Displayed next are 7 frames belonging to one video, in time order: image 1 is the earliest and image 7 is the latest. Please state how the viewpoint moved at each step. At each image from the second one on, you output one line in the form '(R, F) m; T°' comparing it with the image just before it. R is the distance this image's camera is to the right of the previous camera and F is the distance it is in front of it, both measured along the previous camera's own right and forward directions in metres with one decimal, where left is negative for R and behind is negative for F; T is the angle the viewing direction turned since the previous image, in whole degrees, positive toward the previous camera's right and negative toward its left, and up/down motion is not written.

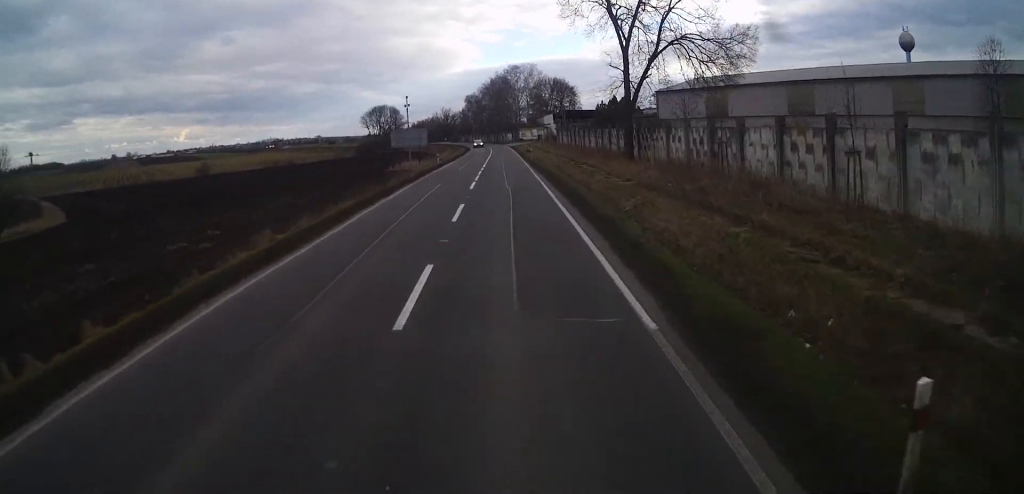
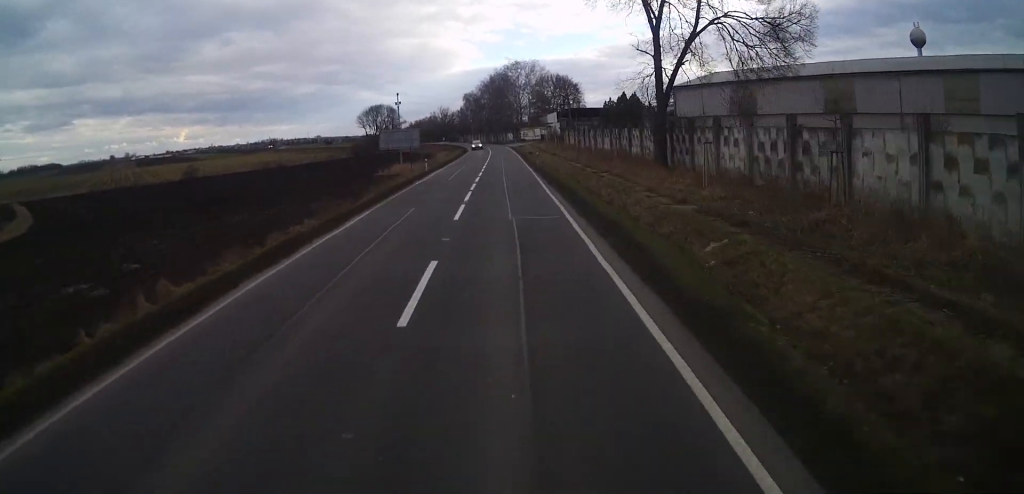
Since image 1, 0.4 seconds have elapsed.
(0.0, +8.8) m; 0°
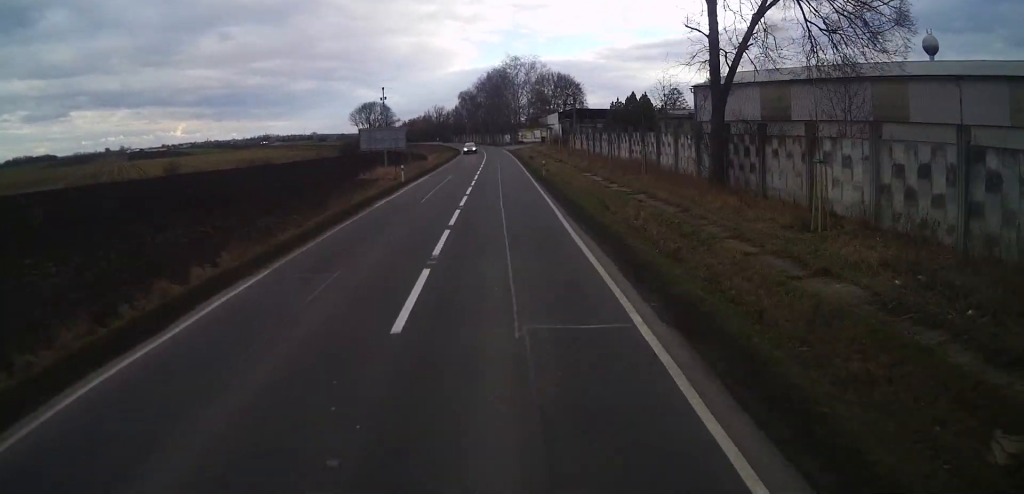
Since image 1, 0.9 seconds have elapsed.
(0.0, +9.4) m; 0°
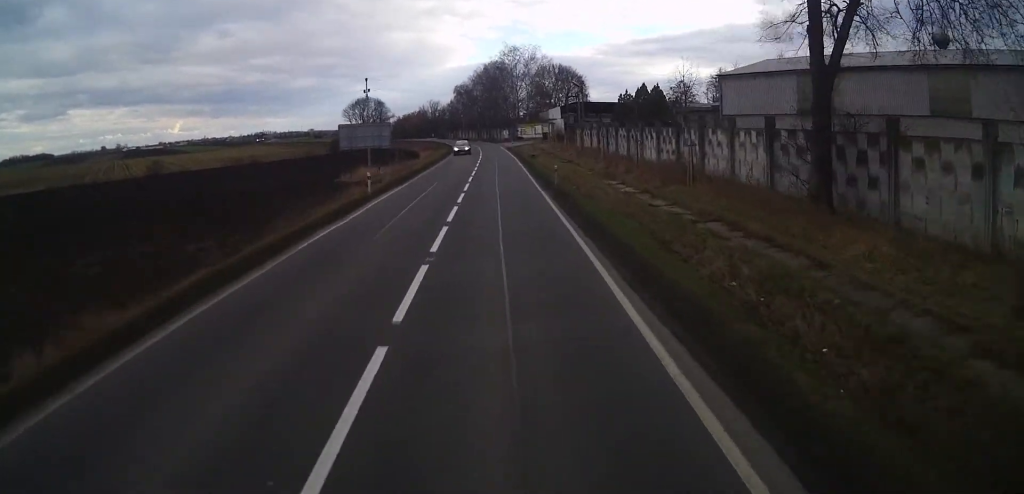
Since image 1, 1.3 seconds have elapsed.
(0.0, +8.8) m; 0°
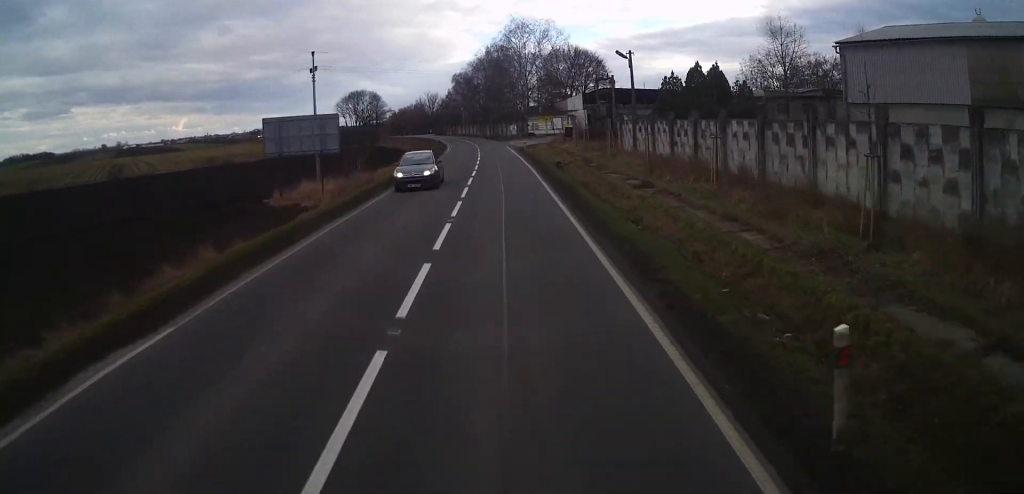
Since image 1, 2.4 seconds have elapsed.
(-0.1, +22.0) m; 0°
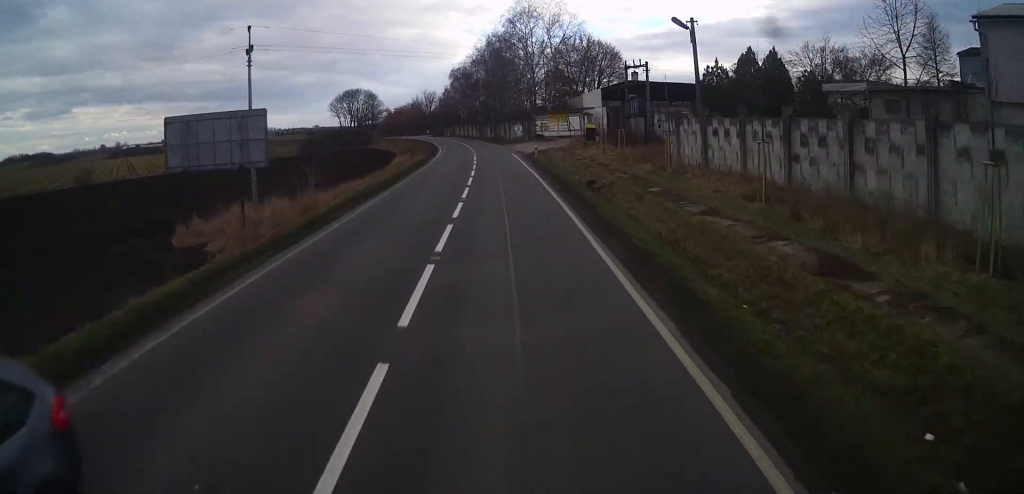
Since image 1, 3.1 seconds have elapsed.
(+0.1, +13.6) m; 0°
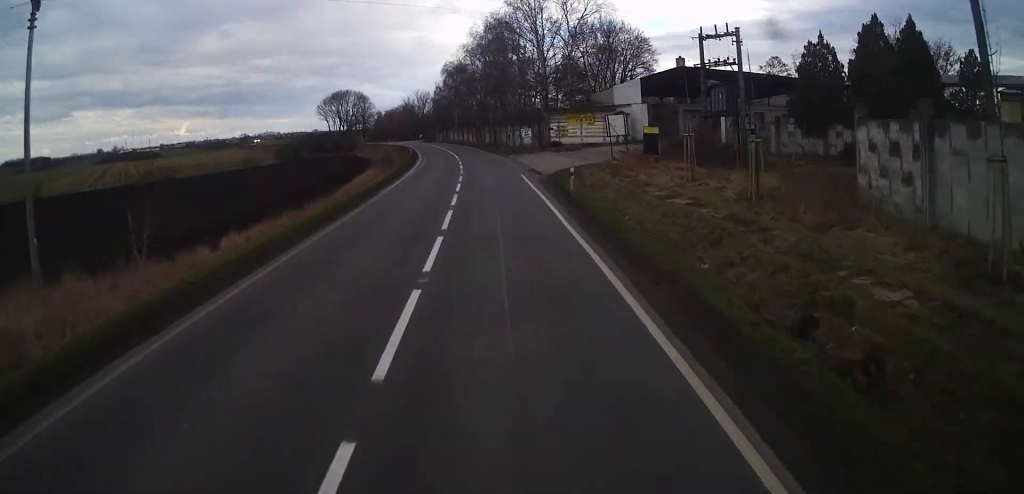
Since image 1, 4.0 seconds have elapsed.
(+0.1, +19.2) m; 0°
